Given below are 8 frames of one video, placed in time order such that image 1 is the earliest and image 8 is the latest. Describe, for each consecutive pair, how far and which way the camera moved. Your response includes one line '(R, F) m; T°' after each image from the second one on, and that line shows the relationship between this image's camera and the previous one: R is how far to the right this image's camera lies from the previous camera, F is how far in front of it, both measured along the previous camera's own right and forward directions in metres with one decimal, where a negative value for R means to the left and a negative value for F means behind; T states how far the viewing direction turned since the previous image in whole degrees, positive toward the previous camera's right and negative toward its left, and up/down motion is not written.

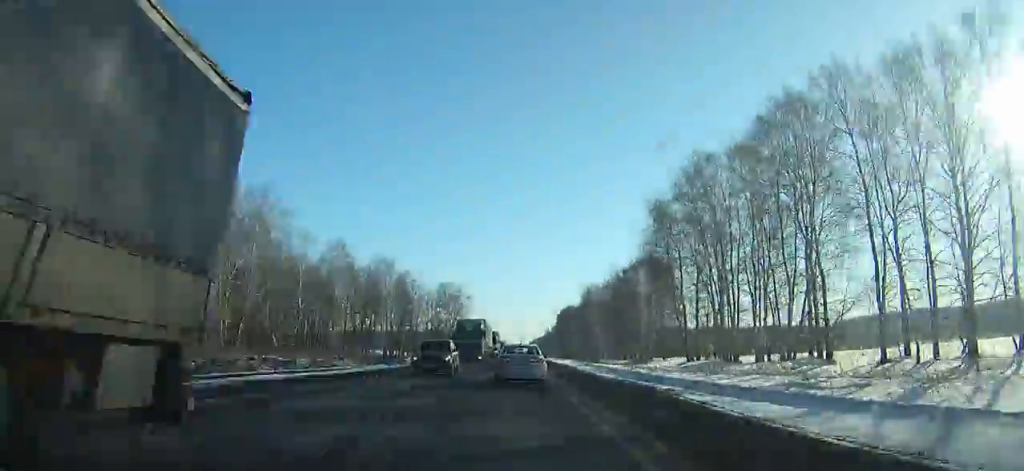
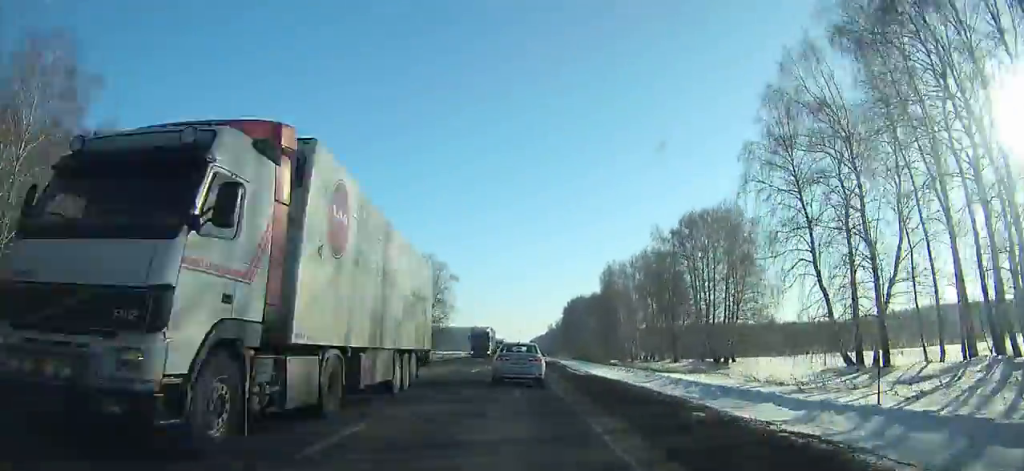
(0.0, +44.2) m; 0°
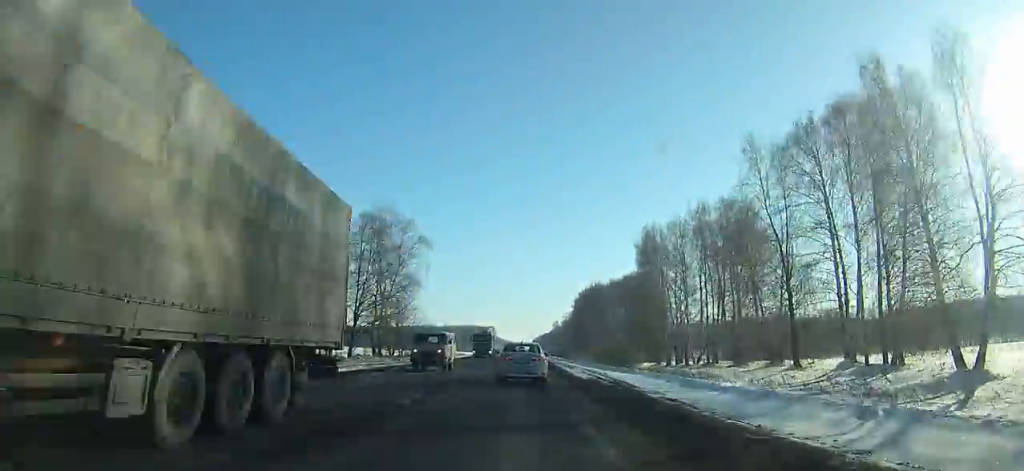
(-0.2, +41.9) m; 0°
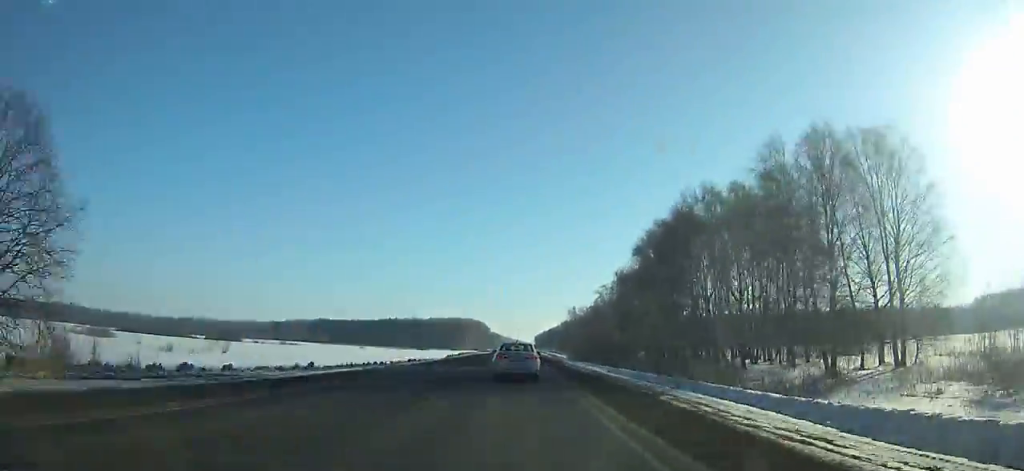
(-0.1, +119.4) m; 0°
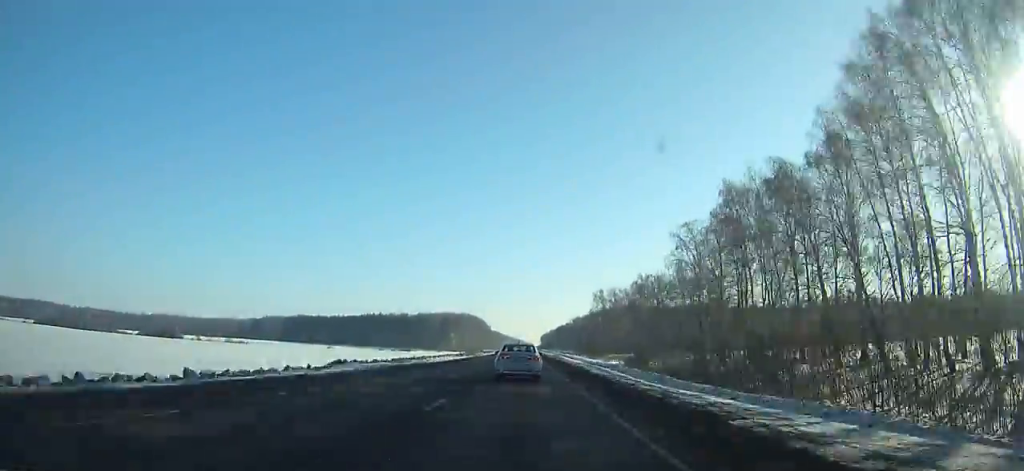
(+0.3, +85.8) m; 0°
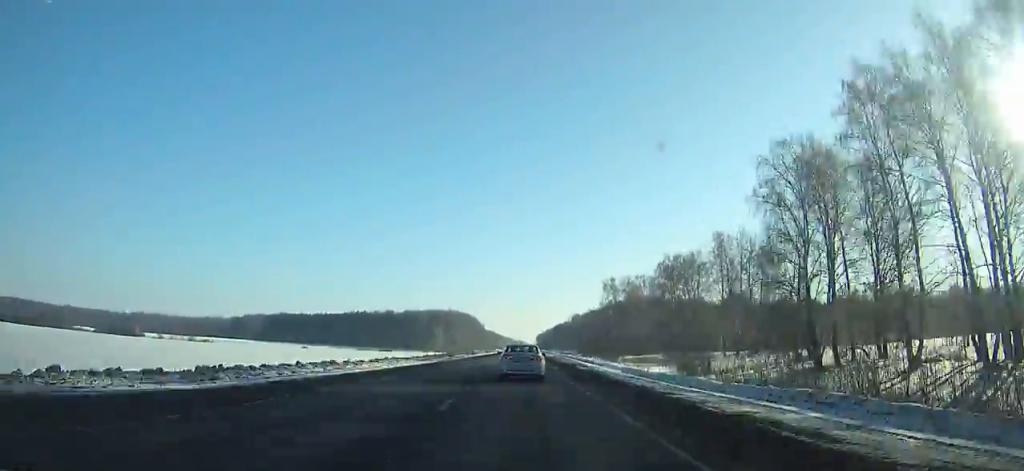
(0.0, +35.6) m; 0°
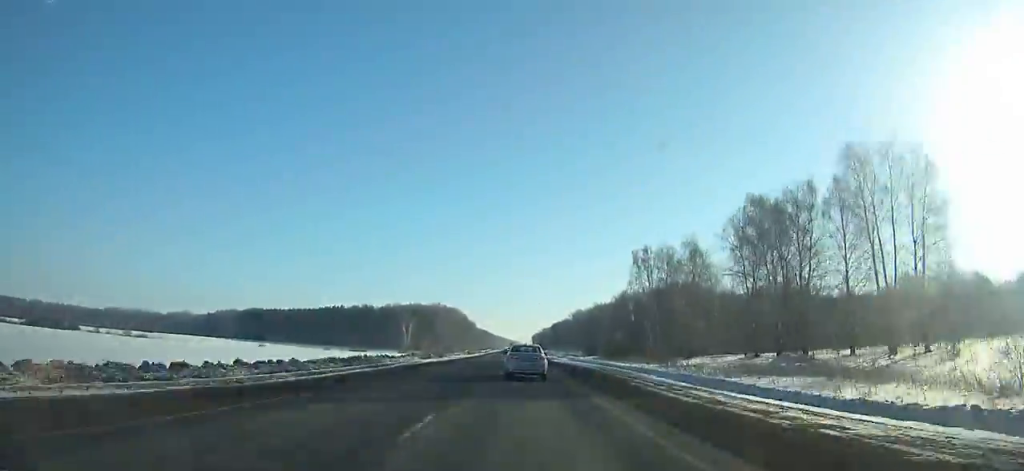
(+0.2, +51.2) m; 0°
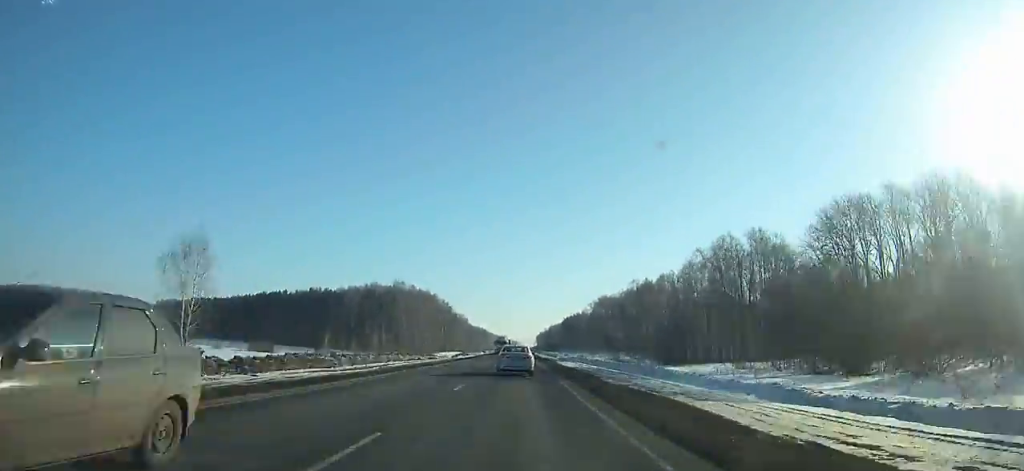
(0.0, +111.0) m; 0°
